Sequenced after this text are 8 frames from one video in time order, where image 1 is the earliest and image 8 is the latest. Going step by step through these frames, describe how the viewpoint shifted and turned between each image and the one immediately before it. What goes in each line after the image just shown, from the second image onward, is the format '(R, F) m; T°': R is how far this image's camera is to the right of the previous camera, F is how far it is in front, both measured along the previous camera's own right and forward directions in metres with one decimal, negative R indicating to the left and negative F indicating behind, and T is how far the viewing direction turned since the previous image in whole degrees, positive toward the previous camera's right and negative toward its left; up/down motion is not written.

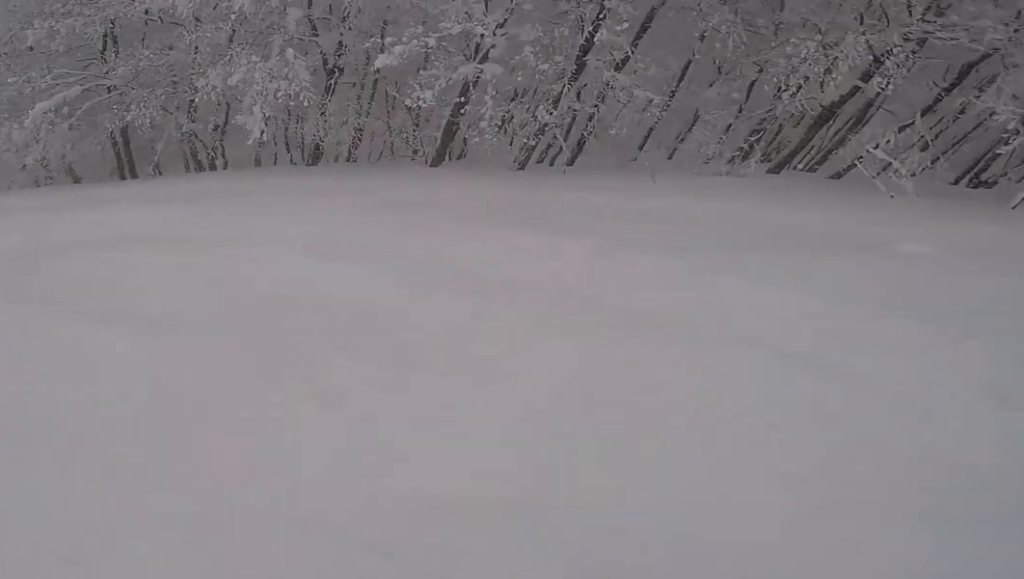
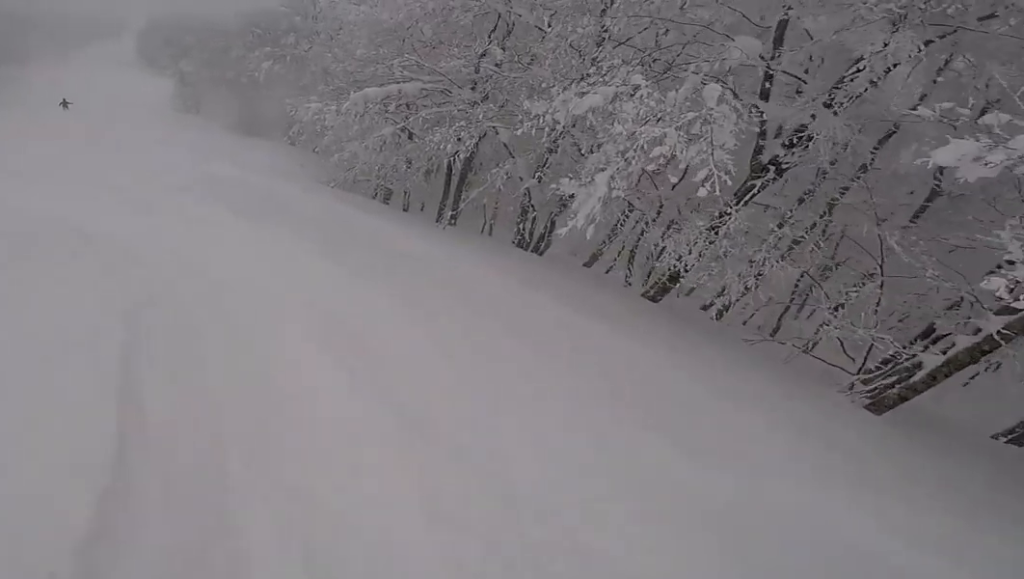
(-1.3, +4.2) m; -42°
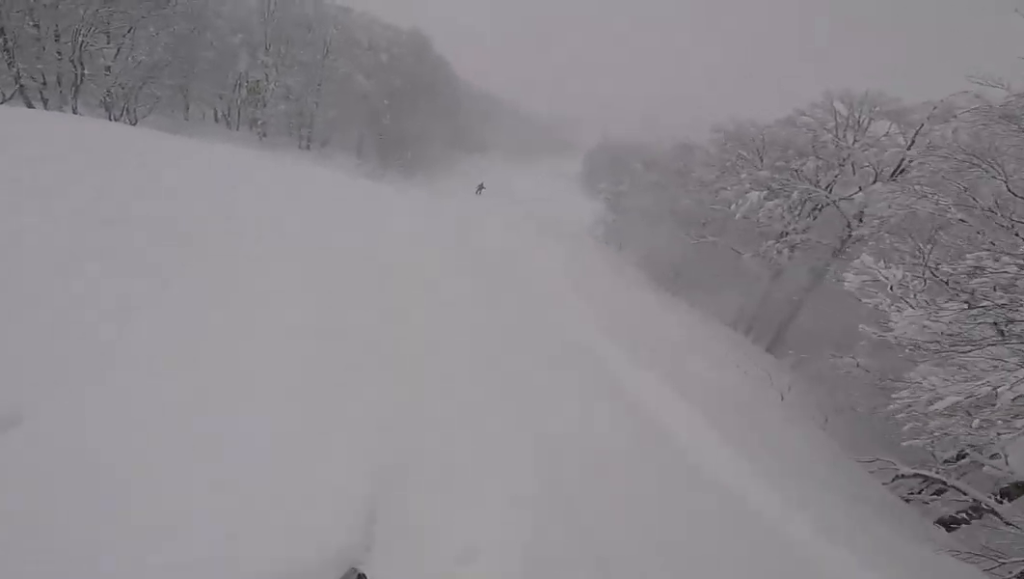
(-4.1, +8.4) m; -31°
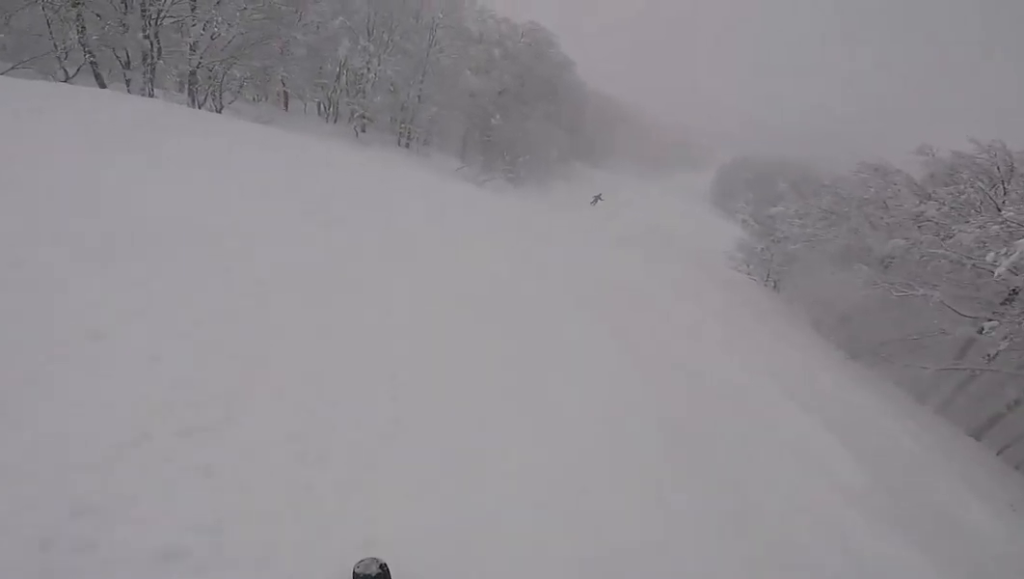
(-0.2, +3.6) m; -1°
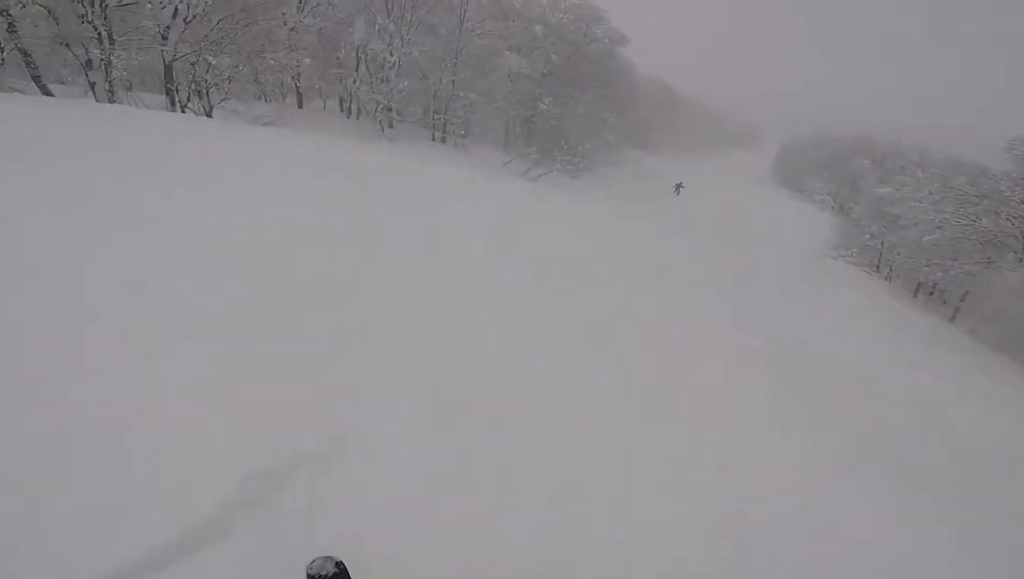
(-0.2, +4.3) m; +3°
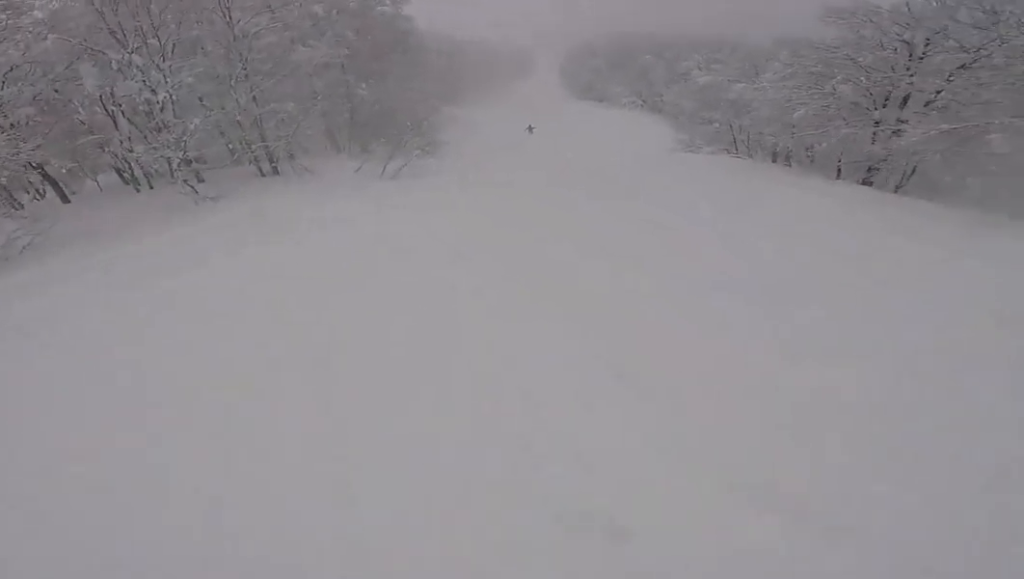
(+0.1, +5.2) m; +18°
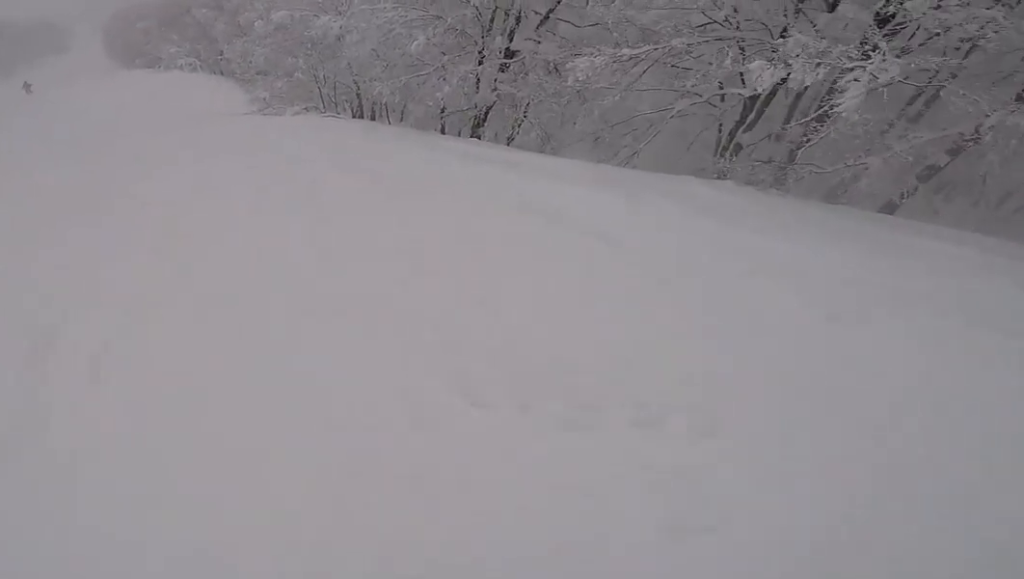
(+5.6, +11.3) m; +21°
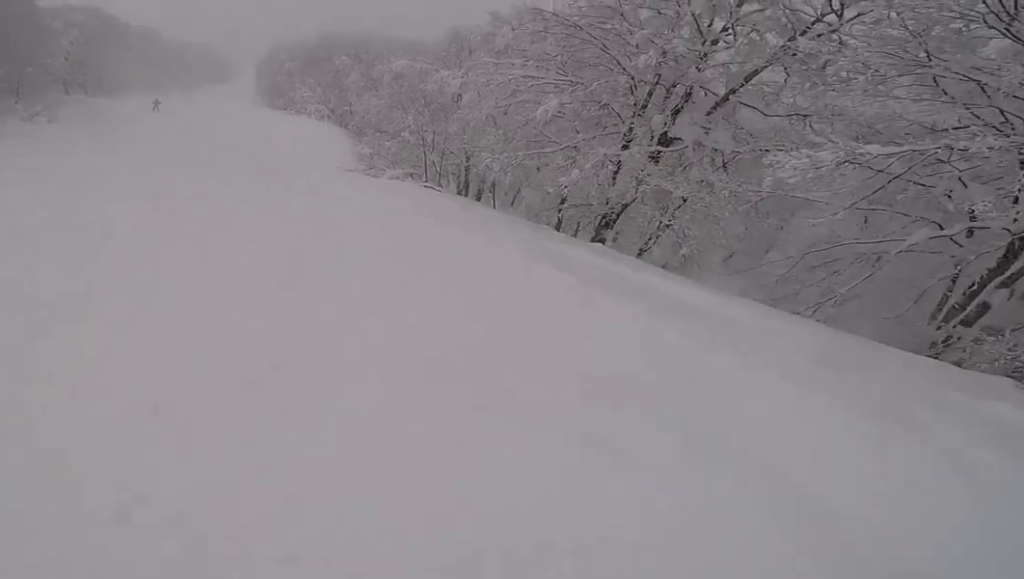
(-0.2, +3.2) m; -9°
